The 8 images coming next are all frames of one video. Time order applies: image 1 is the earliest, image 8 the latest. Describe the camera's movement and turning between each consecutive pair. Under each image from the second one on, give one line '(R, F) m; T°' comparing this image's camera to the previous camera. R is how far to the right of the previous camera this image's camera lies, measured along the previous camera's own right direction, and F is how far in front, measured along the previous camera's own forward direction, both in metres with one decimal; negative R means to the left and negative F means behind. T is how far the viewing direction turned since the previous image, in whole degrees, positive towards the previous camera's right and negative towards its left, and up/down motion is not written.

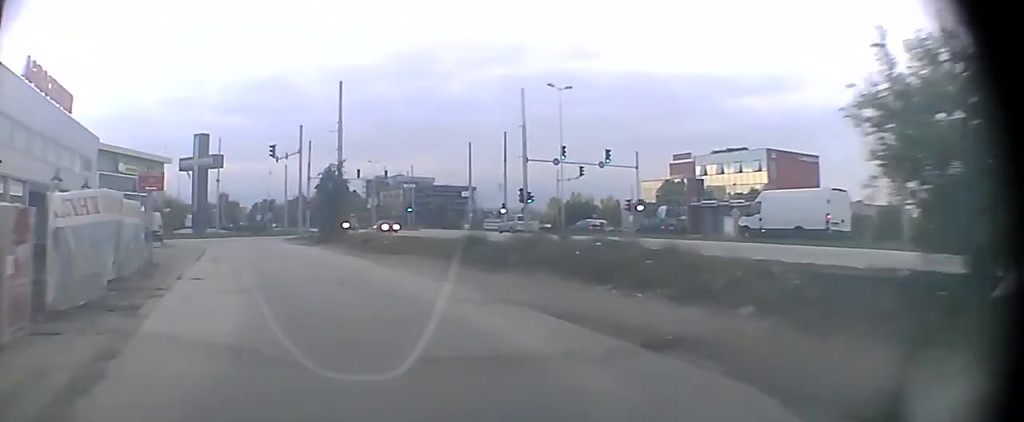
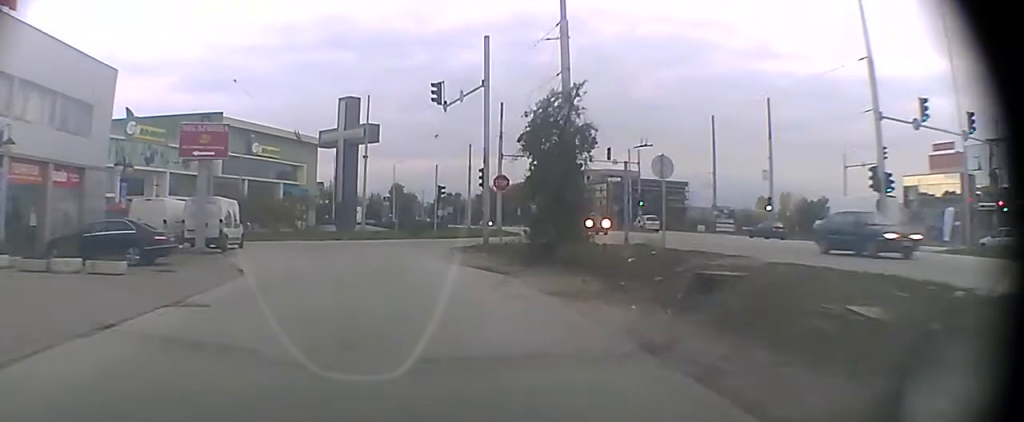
(-0.2, +25.7) m; -5°
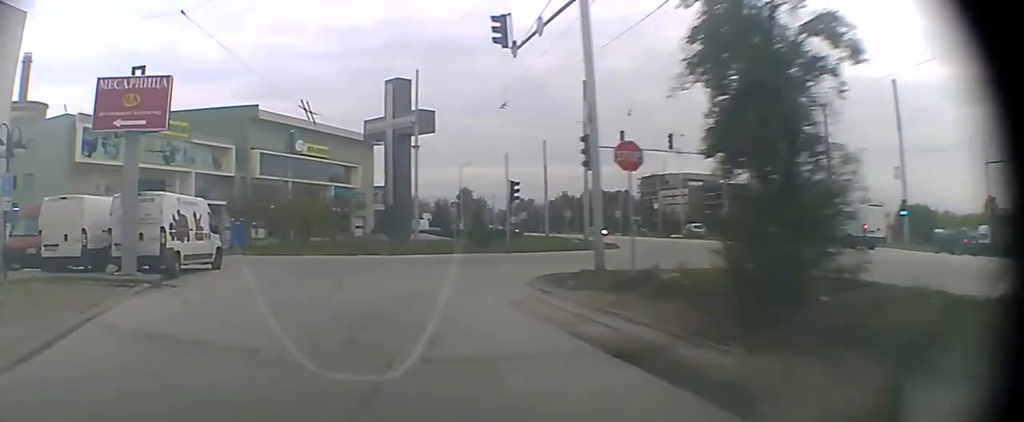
(-0.6, +13.1) m; -9°
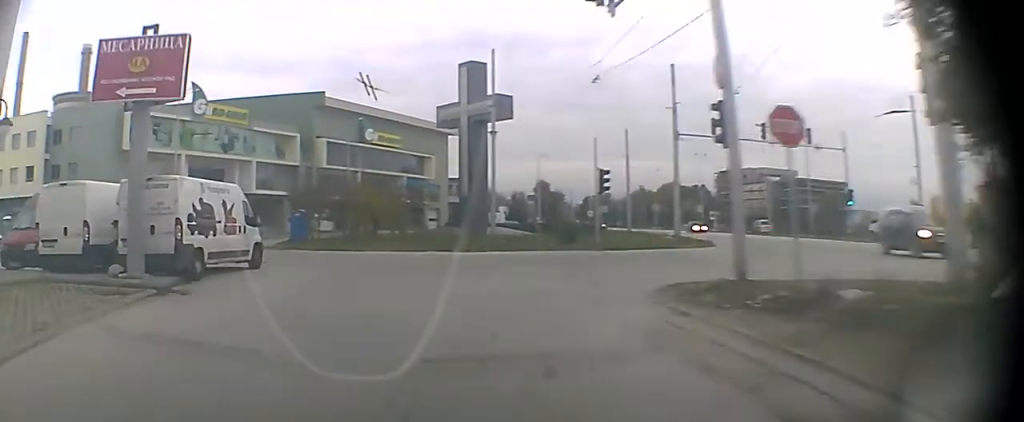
(-0.3, +3.7) m; -3°
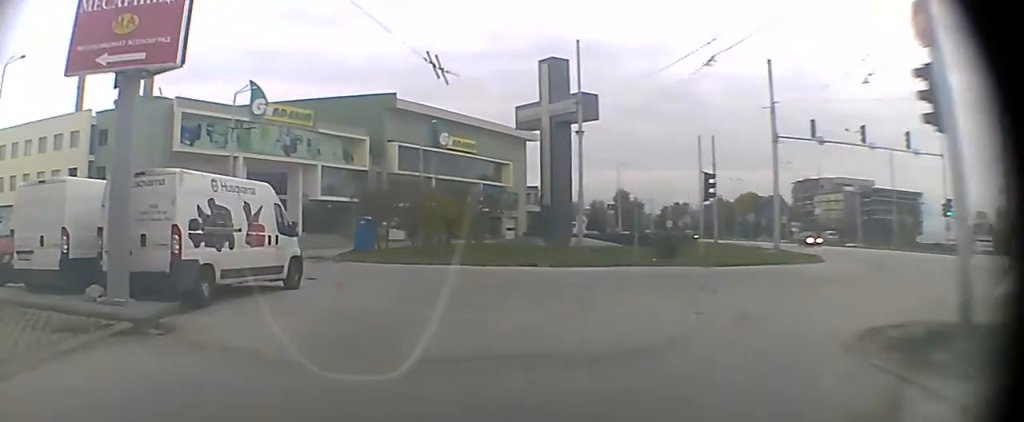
(-0.2, +4.5) m; -2°
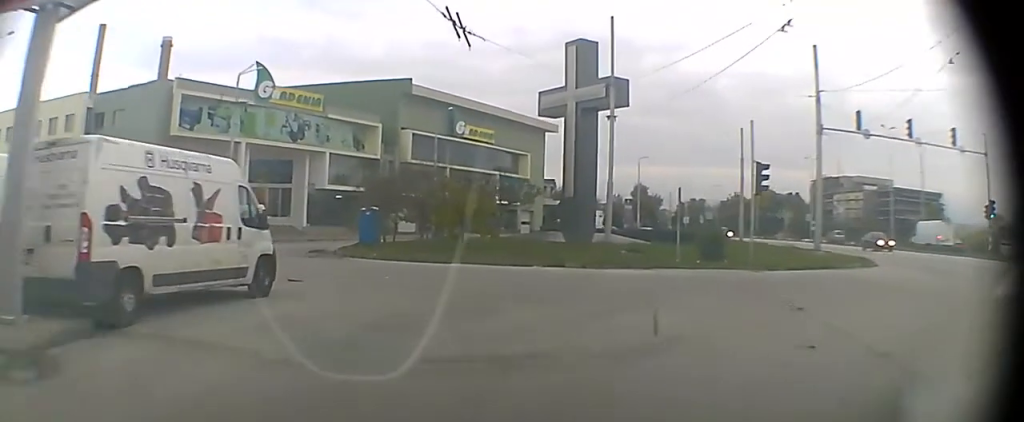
(0.0, +3.6) m; +1°
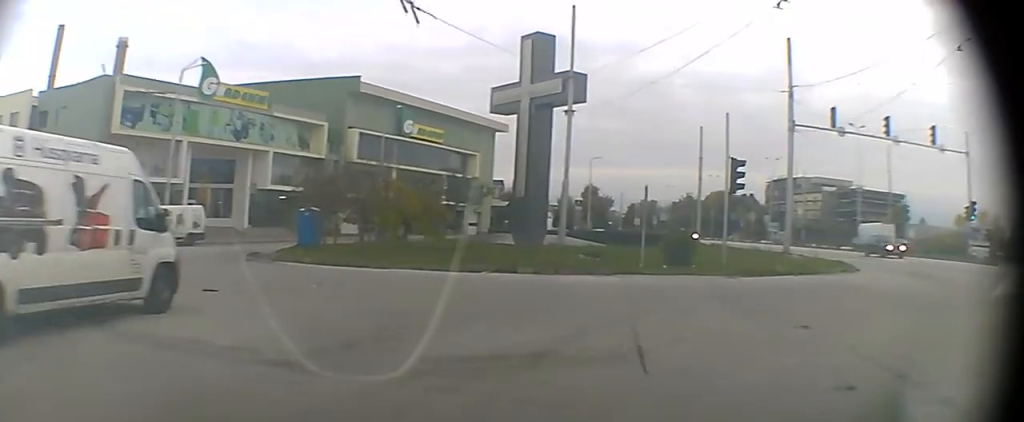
(0.0, +2.9) m; +2°
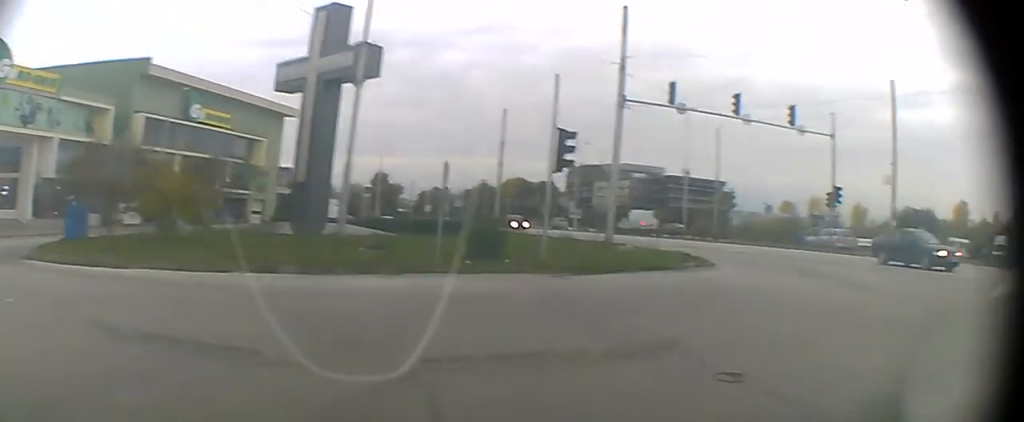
(+0.2, +4.9) m; +10°
